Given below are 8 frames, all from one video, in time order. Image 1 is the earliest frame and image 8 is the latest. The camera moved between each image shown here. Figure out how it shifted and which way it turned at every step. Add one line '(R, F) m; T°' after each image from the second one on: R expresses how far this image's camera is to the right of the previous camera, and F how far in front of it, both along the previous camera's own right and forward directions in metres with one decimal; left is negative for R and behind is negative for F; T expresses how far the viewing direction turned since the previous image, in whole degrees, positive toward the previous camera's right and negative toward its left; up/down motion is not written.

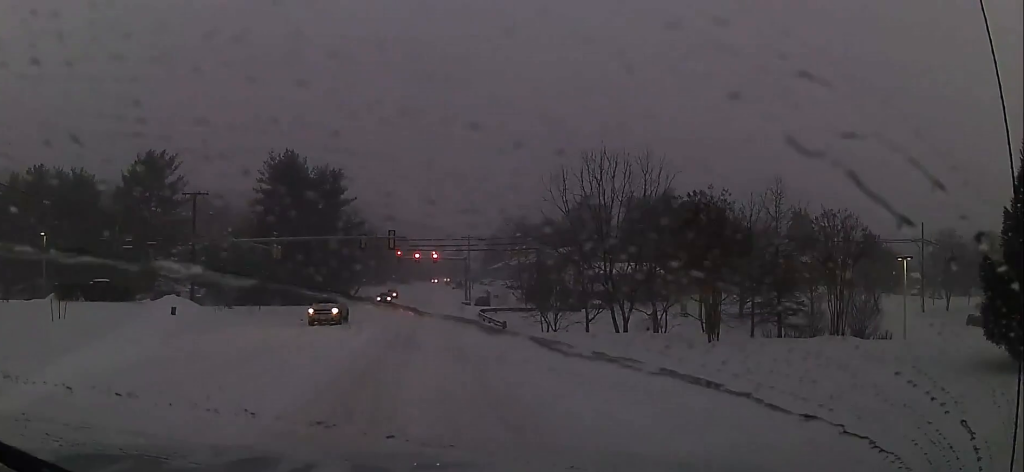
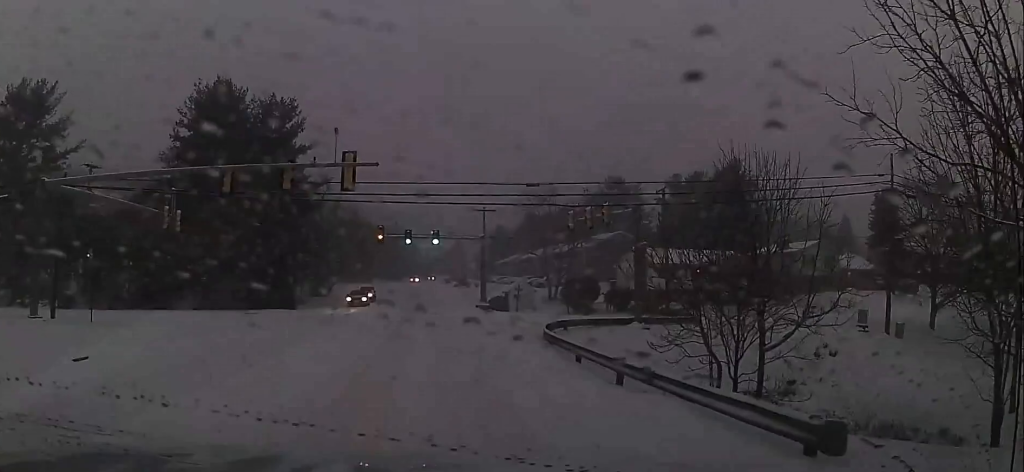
(0.0, +32.9) m; +1°
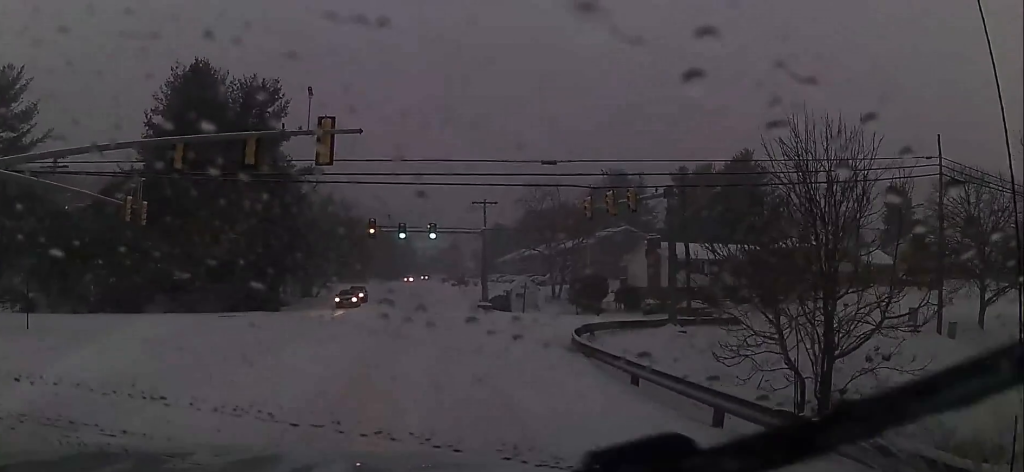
(+0.2, +5.6) m; +1°
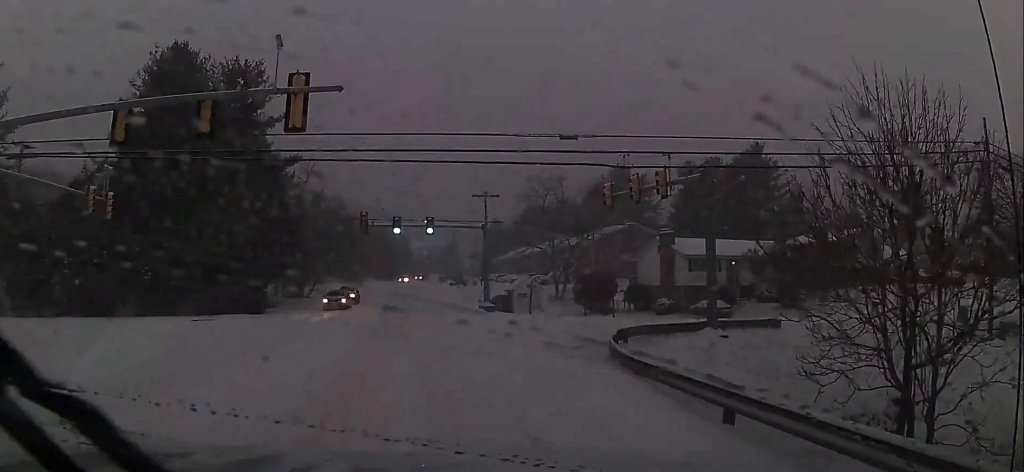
(-0.1, +4.7) m; -1°
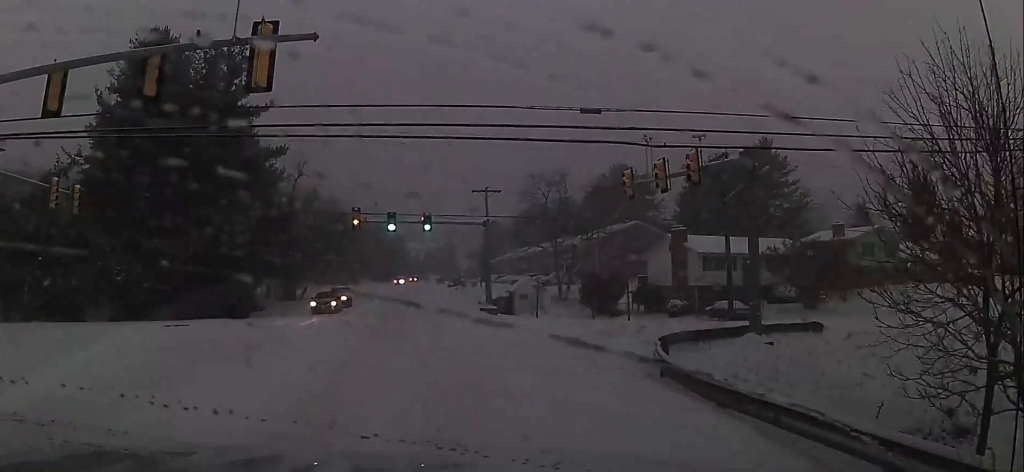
(0.0, +3.8) m; 0°
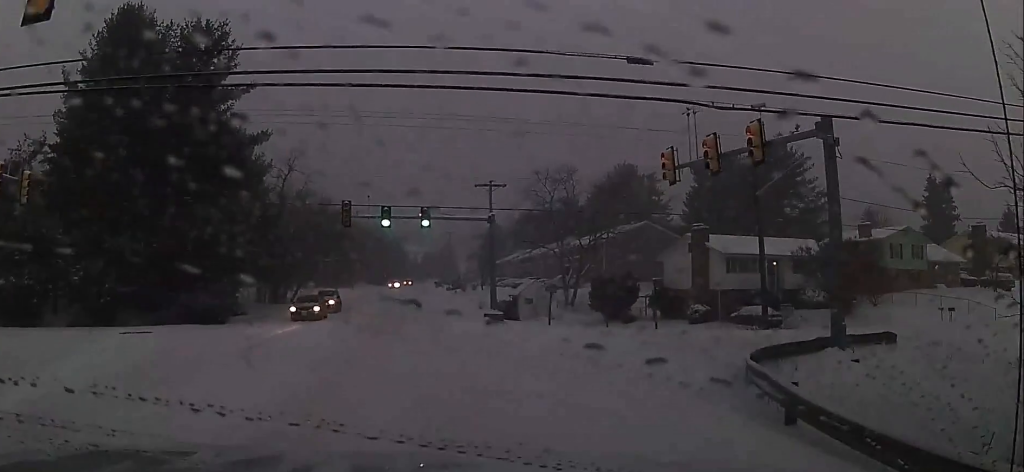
(0.0, +5.0) m; +1°
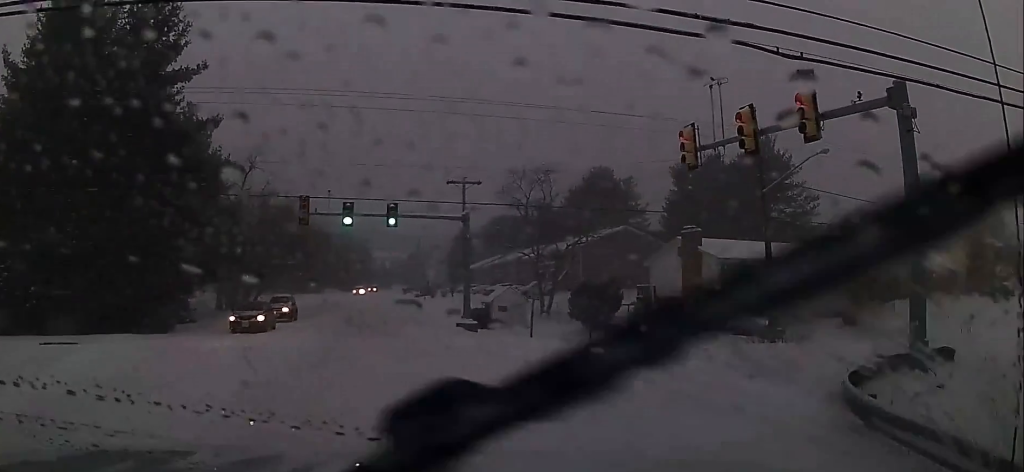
(-0.1, +4.5) m; +4°
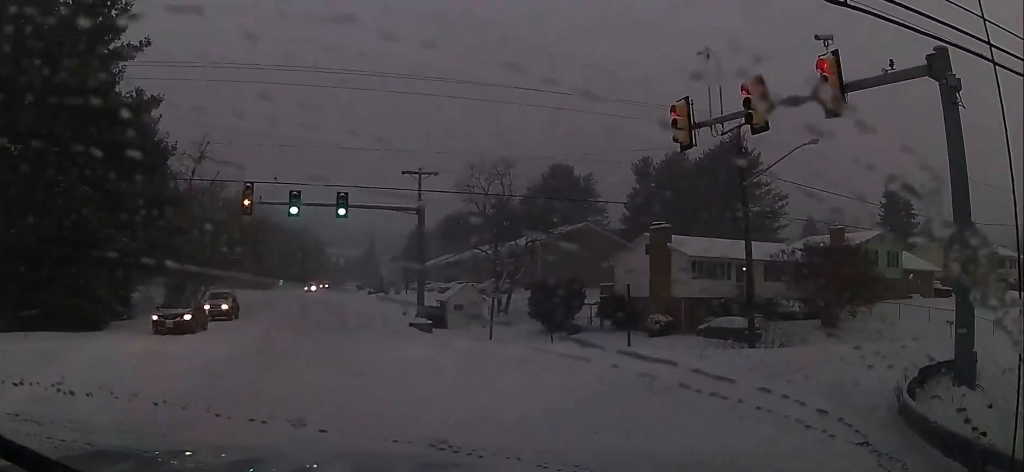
(+0.1, +2.9) m; +5°
